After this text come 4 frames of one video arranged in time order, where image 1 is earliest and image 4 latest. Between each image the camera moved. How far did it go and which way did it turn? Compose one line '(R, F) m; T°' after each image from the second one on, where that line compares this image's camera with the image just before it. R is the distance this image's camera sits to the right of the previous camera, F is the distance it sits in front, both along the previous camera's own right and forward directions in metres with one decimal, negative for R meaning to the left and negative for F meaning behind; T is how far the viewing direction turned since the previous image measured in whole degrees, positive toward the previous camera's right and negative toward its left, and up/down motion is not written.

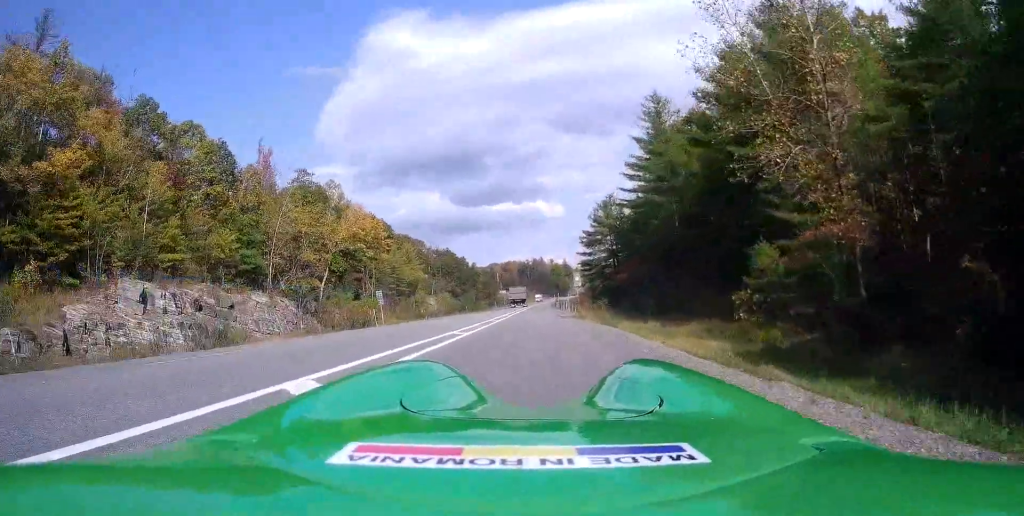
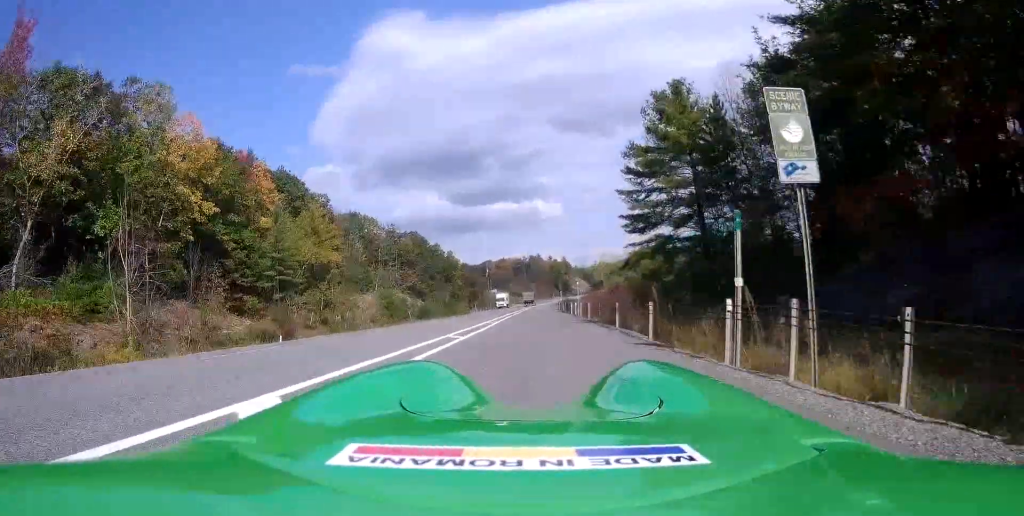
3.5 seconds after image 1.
(+1.0, +46.9) m; -6°
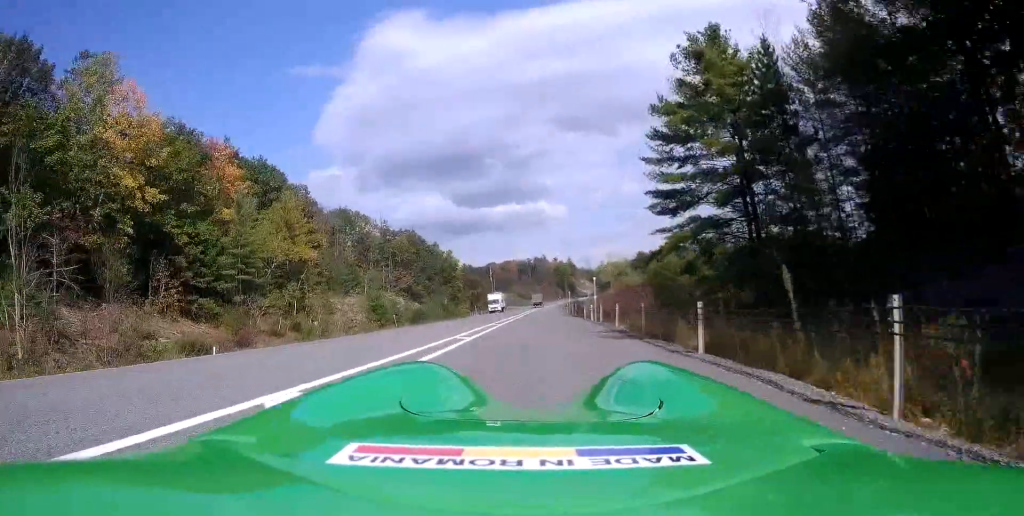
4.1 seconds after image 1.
(-0.2, +8.6) m; +1°
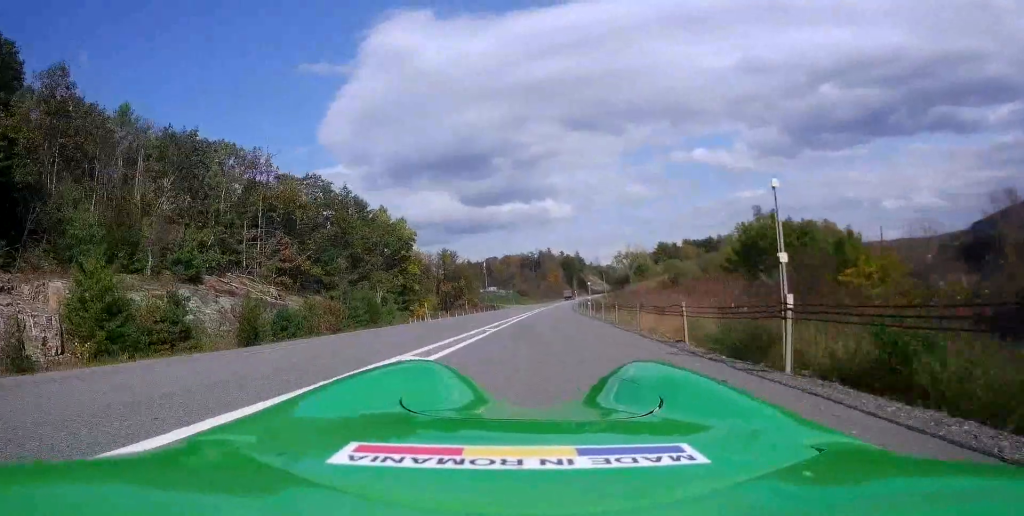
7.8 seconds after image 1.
(+0.9, +51.9) m; +1°
